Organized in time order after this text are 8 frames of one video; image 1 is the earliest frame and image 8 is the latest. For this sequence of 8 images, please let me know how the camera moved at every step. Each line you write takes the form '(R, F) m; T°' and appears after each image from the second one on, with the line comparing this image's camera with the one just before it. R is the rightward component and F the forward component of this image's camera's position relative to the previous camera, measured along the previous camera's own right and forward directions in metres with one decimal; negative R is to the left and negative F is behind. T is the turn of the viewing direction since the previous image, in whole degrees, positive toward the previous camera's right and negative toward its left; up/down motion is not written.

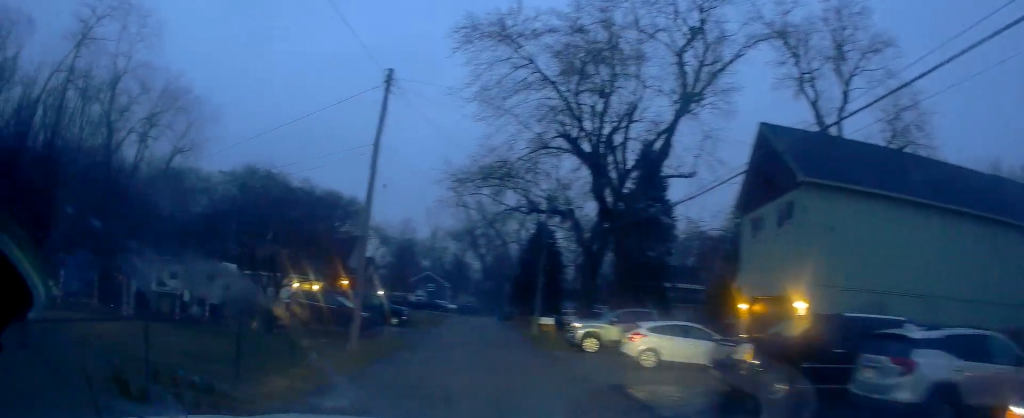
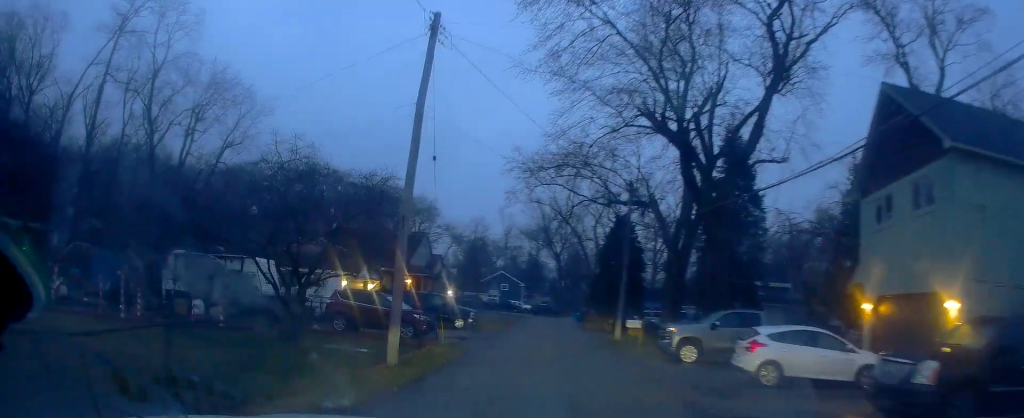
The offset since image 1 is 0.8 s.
(-0.3, +3.6) m; -4°
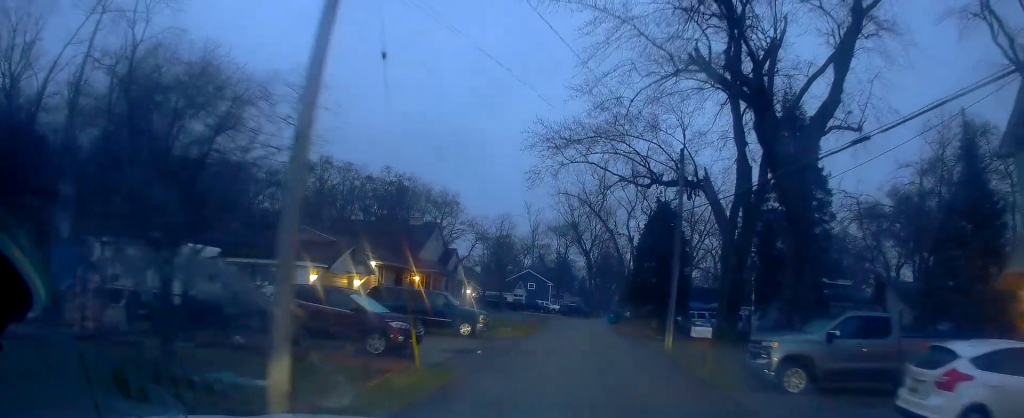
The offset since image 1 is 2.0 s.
(0.0, +6.1) m; +4°
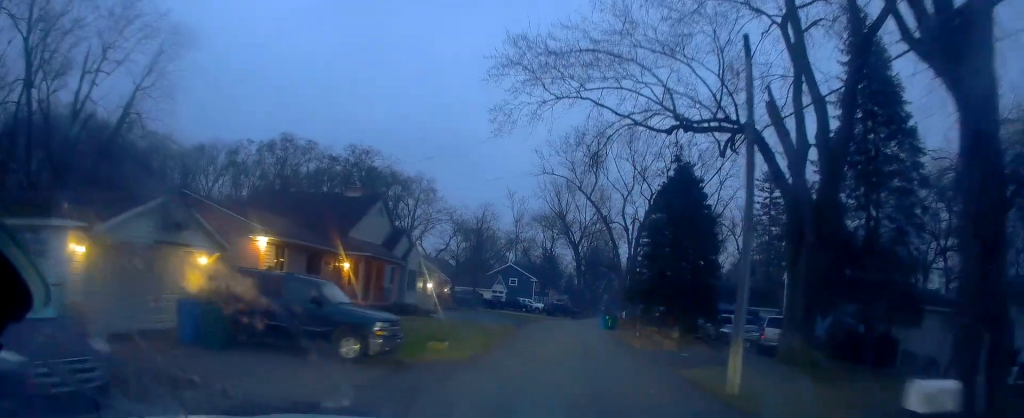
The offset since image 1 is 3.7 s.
(+0.5, +10.3) m; -1°
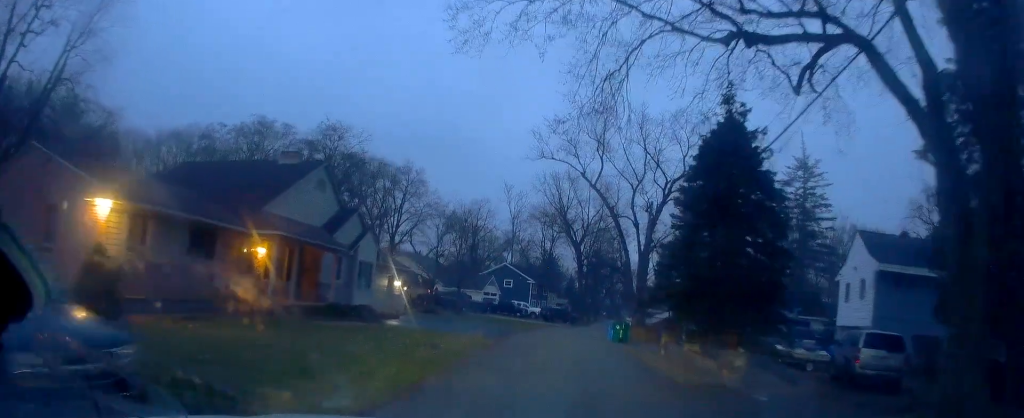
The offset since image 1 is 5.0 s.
(-0.6, +9.2) m; -2°
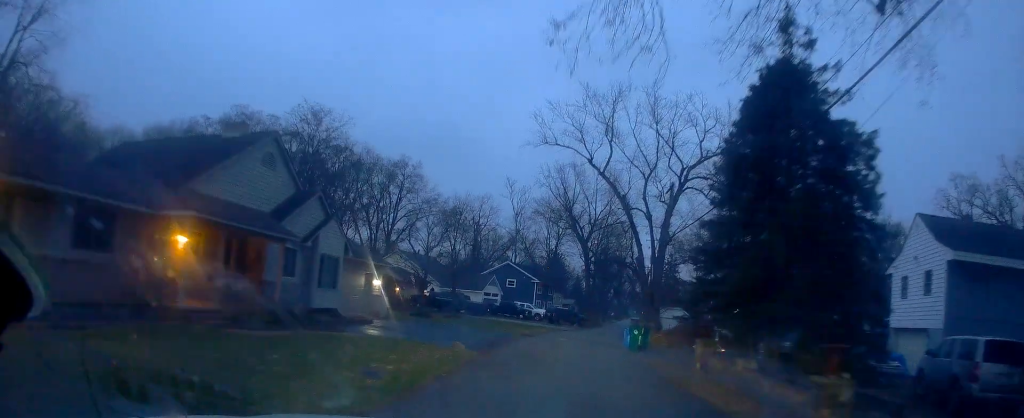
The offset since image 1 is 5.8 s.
(+0.1, +5.6) m; +3°
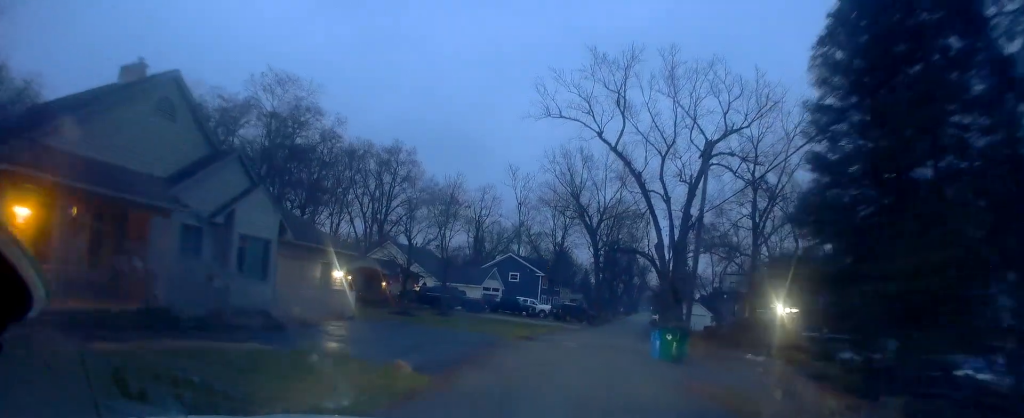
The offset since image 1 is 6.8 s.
(+0.2, +7.0) m; +2°
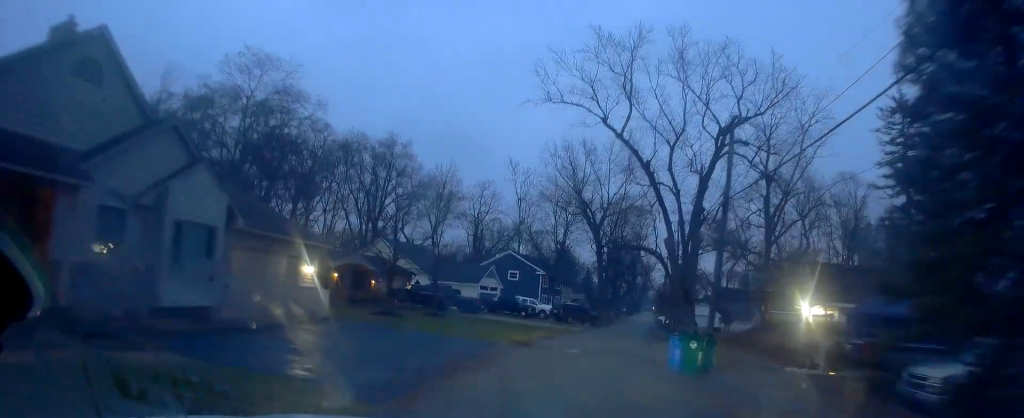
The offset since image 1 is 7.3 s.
(+0.3, +3.9) m; -1°
